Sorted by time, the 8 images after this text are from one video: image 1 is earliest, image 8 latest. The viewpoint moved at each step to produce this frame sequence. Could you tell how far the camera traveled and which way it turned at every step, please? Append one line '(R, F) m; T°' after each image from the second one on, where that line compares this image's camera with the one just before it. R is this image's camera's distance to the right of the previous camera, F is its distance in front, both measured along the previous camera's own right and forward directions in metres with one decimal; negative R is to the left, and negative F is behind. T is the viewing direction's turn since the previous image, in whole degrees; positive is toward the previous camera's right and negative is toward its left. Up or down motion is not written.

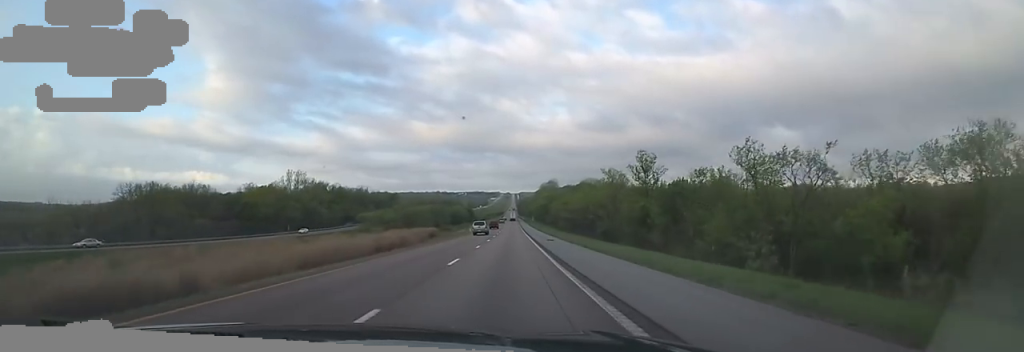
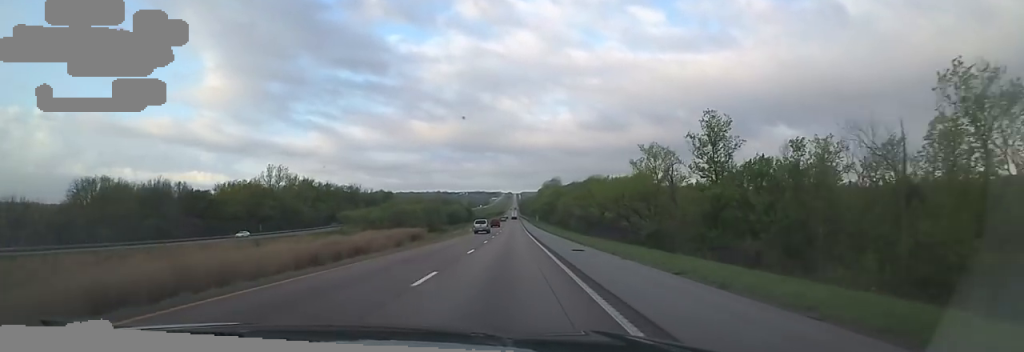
(-0.2, +18.1) m; 0°
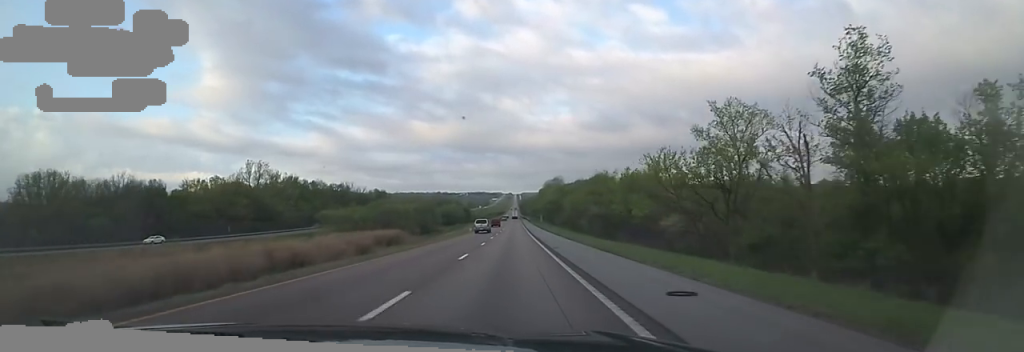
(+0.1, +15.6) m; +1°
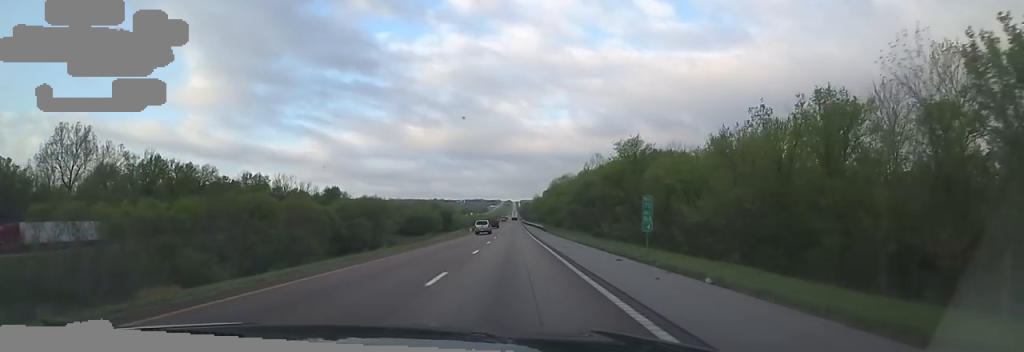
(+0.8, +81.5) m; 0°
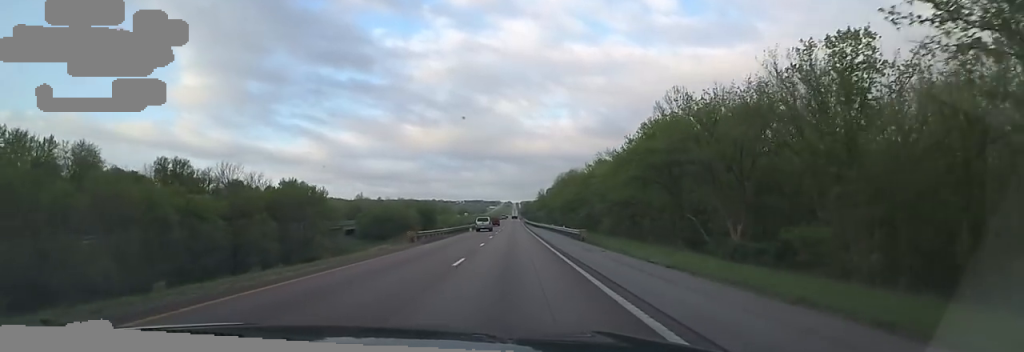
(+0.7, +45.1) m; +1°
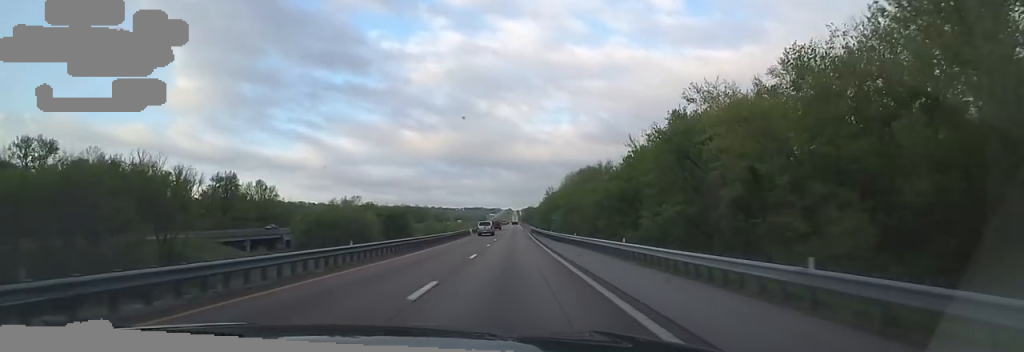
(-0.6, +44.0) m; -1°
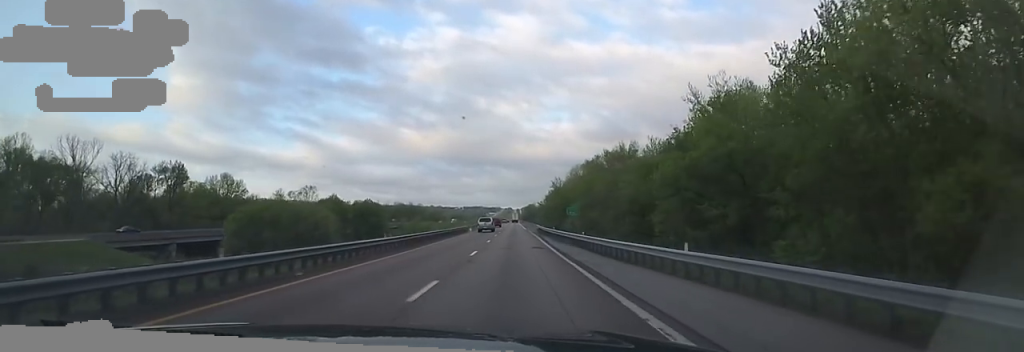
(-0.1, +25.0) m; 0°
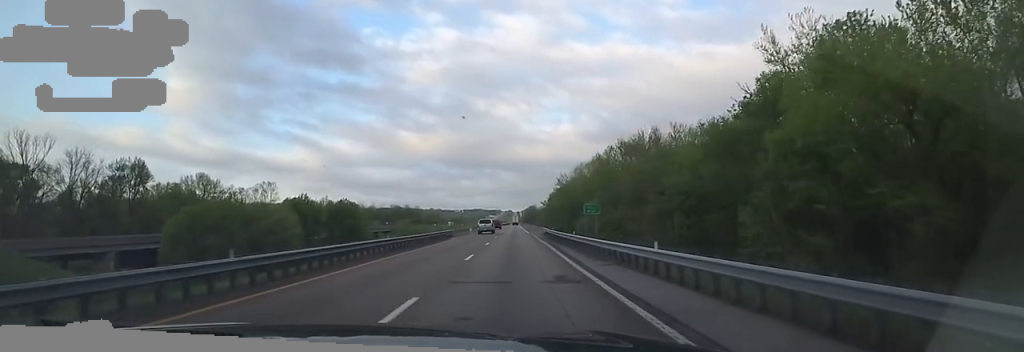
(+0.5, +14.6) m; +1°
